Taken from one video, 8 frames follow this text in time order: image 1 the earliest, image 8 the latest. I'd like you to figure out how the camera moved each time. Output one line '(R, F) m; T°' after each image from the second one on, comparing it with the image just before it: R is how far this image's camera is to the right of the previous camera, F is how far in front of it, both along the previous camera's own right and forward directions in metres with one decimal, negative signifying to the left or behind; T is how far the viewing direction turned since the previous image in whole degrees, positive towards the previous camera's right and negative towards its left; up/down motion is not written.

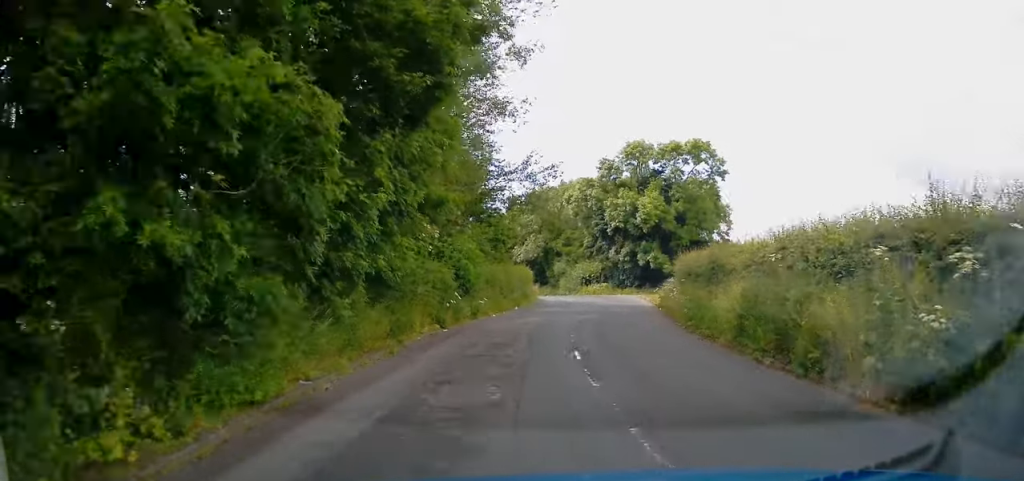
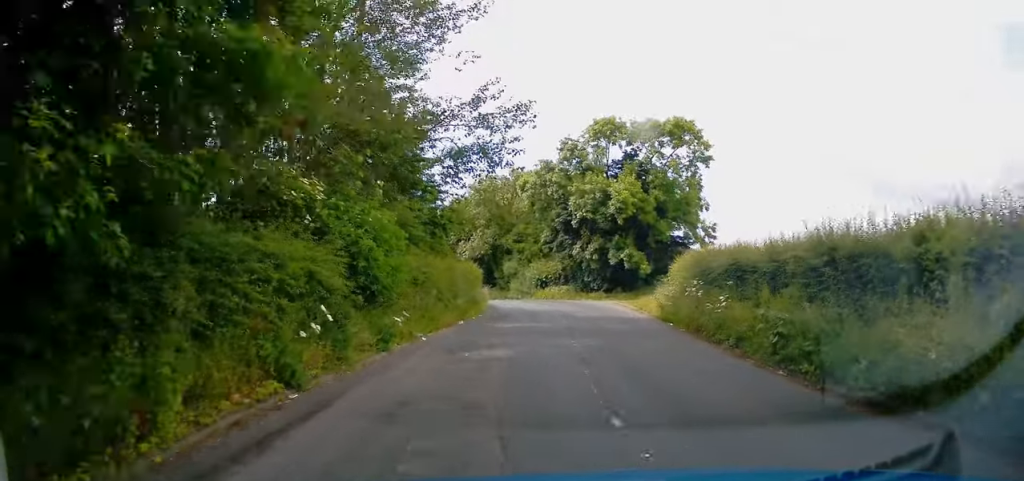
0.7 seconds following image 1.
(+0.4, +10.5) m; +6°
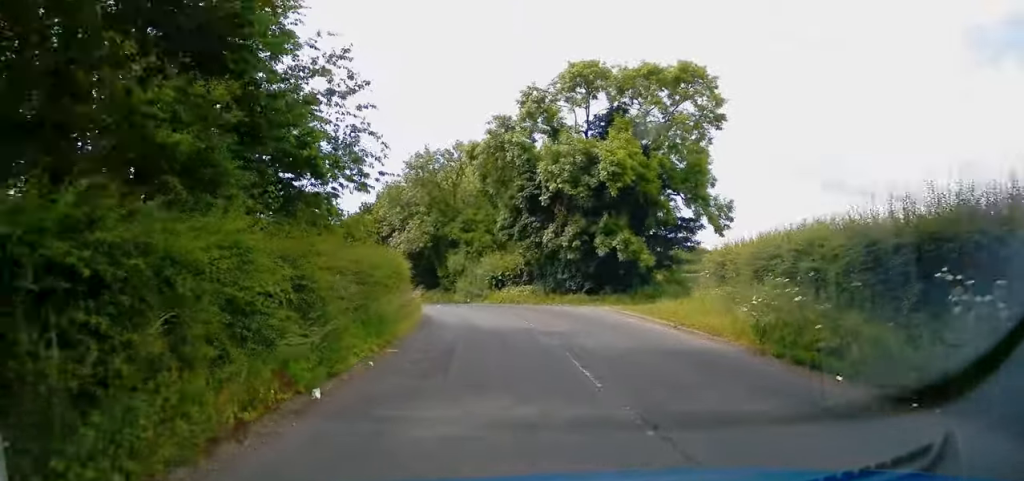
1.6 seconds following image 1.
(+1.1, +14.0) m; +5°
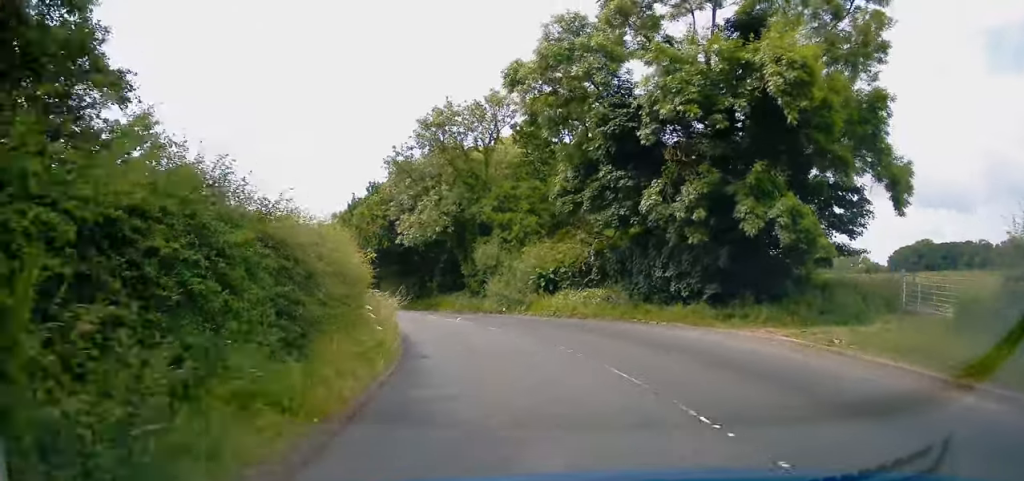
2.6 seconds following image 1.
(+0.3, +15.9) m; -3°
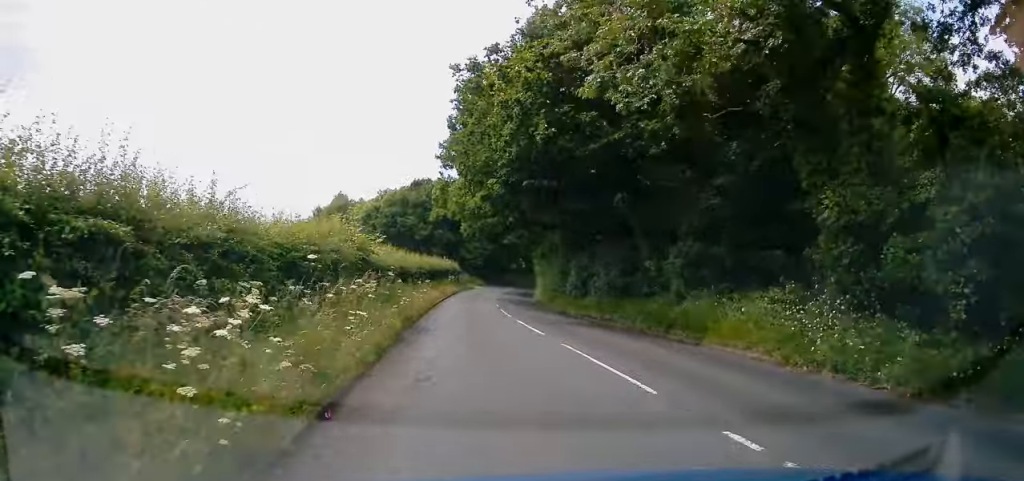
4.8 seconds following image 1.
(-4.4, +33.0) m; -15°
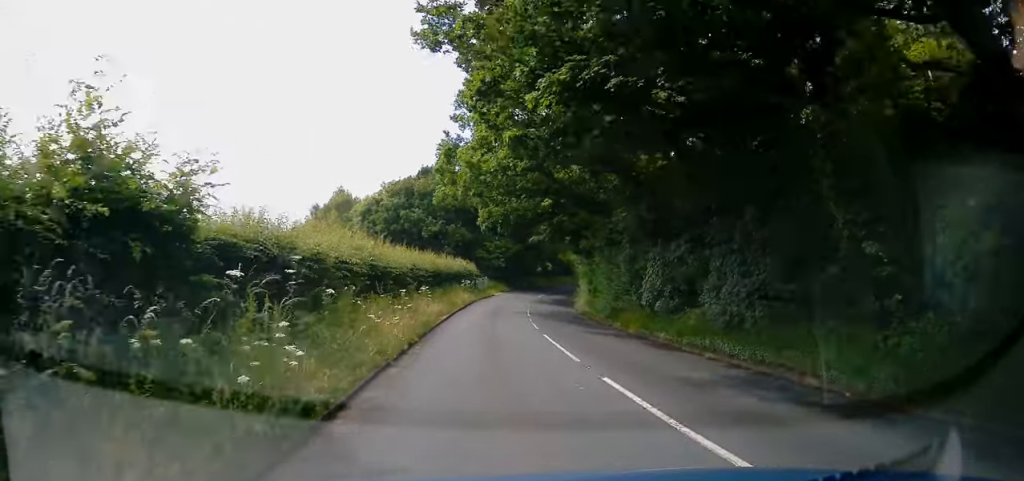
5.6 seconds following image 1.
(-0.6, +12.5) m; -1°
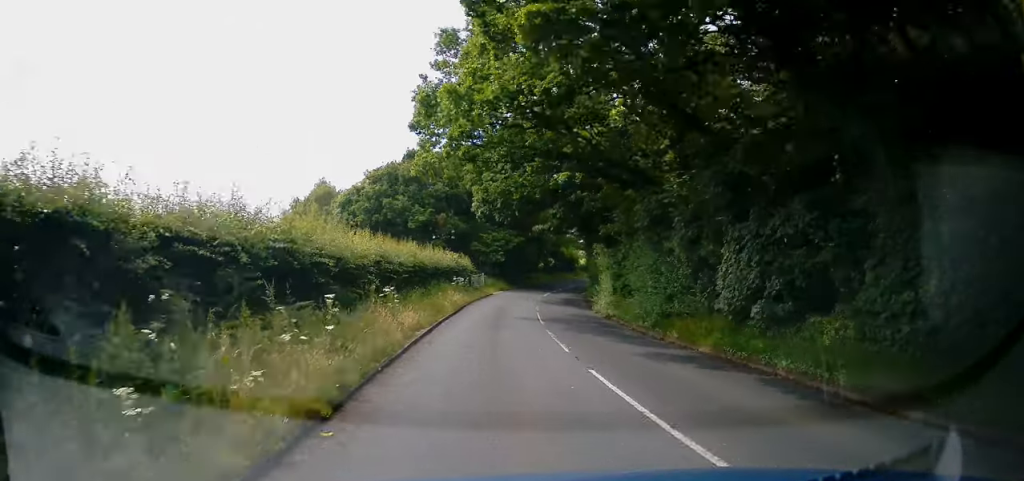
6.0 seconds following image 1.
(0.0, +7.6) m; +1°
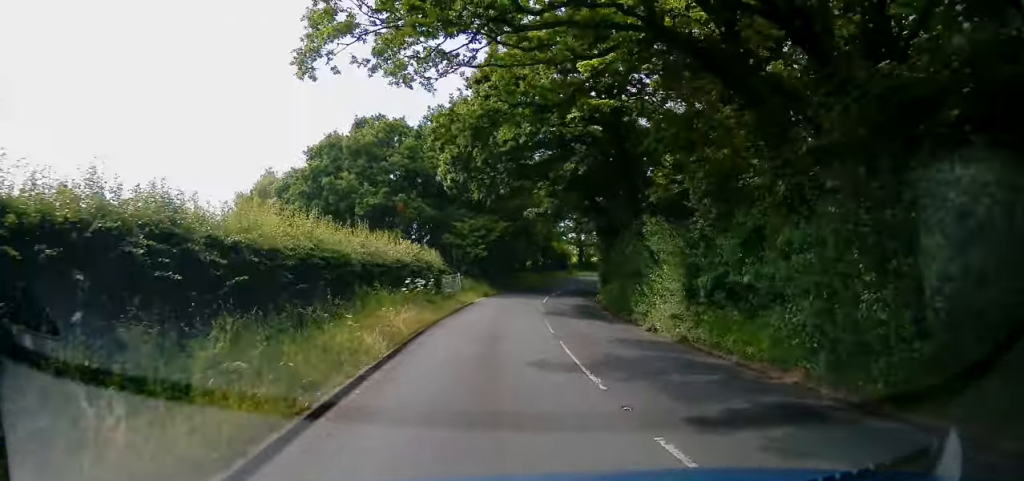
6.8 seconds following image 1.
(+0.2, +12.4) m; +2°
